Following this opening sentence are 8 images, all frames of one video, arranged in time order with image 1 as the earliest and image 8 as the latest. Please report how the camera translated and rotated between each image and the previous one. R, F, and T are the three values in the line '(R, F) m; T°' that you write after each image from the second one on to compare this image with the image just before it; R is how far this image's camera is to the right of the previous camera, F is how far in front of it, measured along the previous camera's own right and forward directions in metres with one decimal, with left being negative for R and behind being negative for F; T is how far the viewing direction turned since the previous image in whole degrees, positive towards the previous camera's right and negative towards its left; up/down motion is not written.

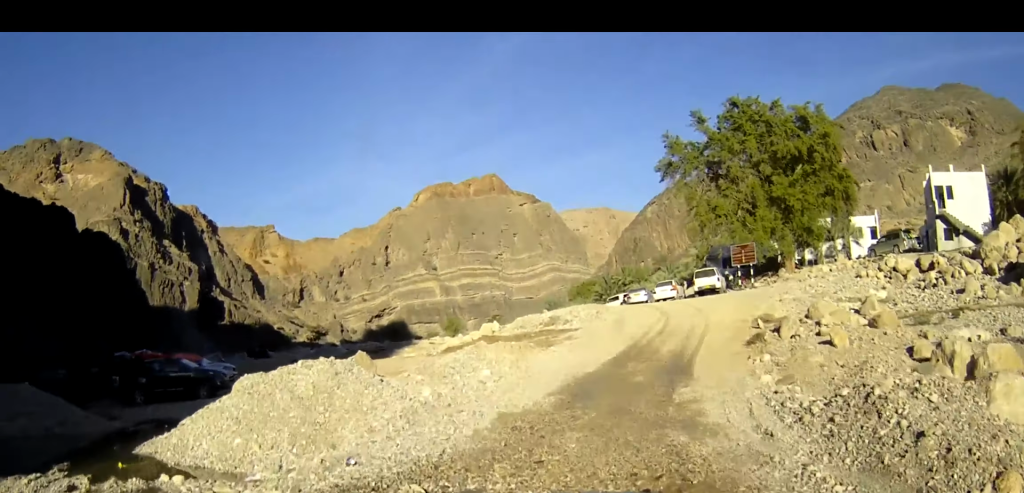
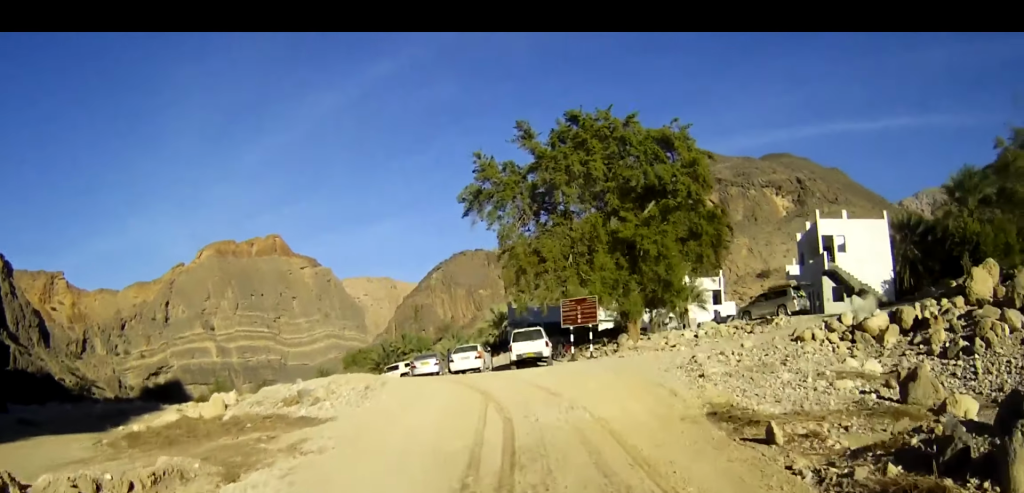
(+0.8, +13.4) m; +14°
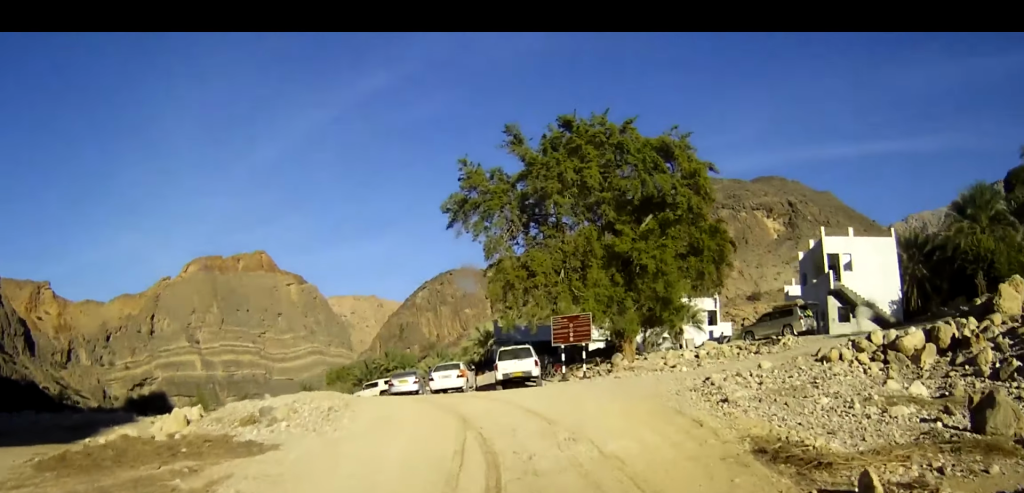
(+0.1, +2.6) m; +4°
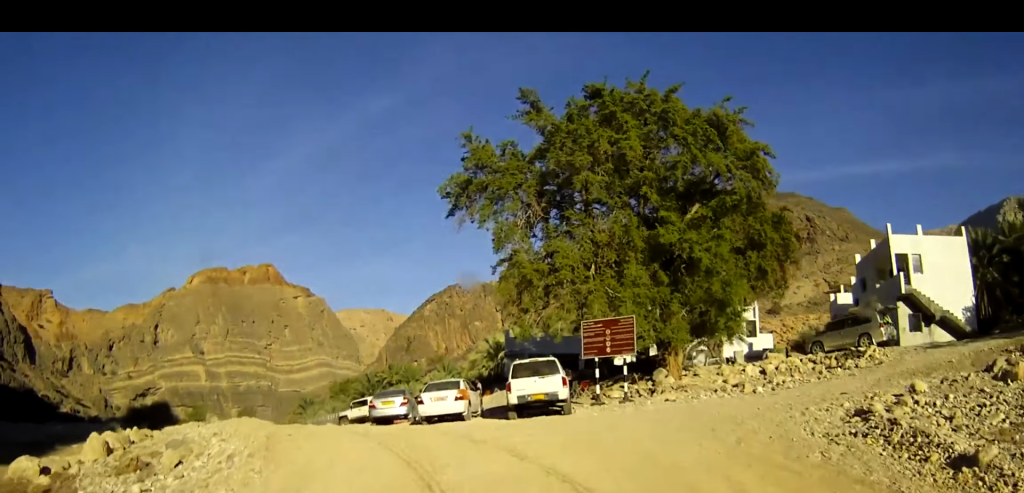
(+0.3, +7.3) m; +1°
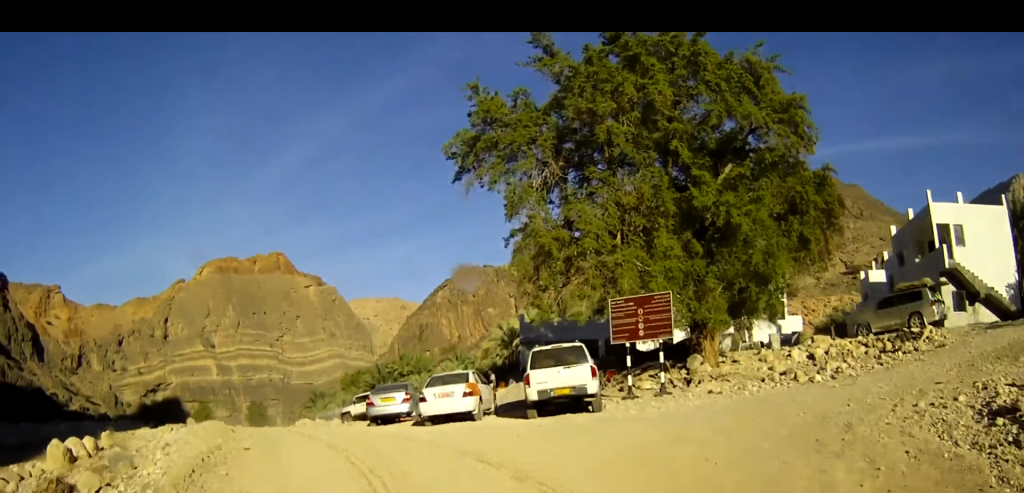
(+0.1, +2.9) m; -1°
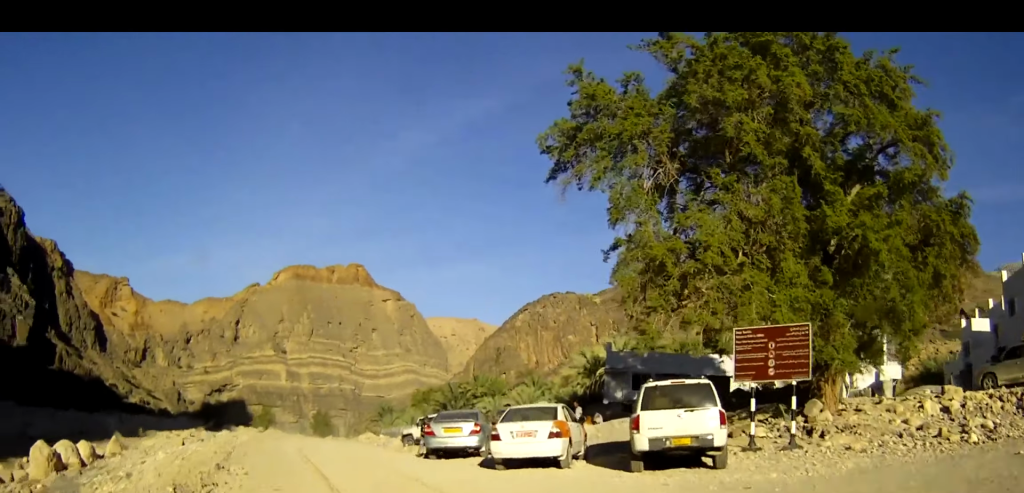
(-0.2, +4.2) m; -6°
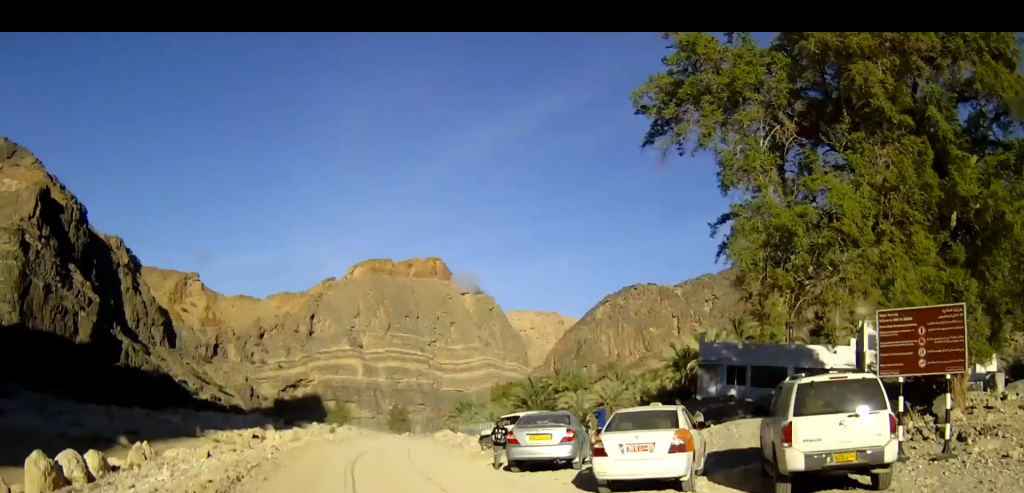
(-0.2, +3.6) m; -4°
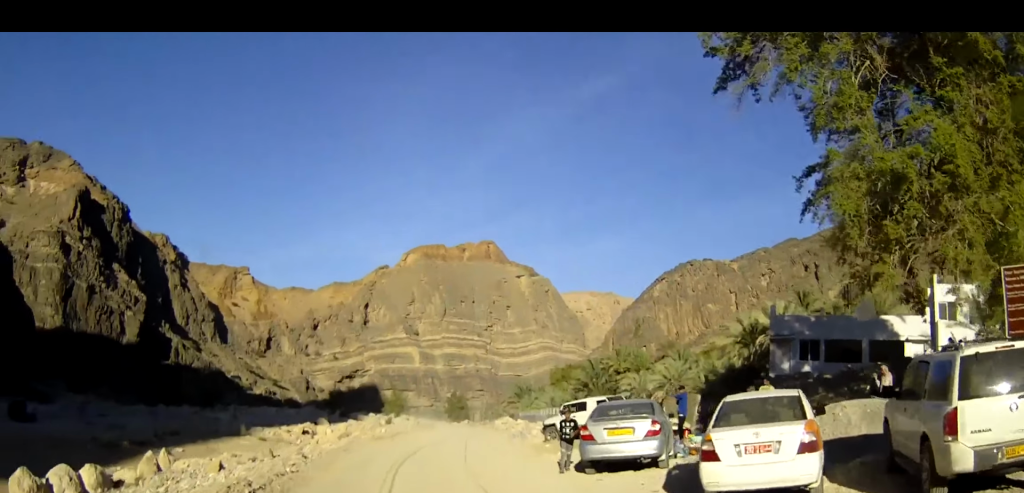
(-0.1, +2.8) m; -2°
